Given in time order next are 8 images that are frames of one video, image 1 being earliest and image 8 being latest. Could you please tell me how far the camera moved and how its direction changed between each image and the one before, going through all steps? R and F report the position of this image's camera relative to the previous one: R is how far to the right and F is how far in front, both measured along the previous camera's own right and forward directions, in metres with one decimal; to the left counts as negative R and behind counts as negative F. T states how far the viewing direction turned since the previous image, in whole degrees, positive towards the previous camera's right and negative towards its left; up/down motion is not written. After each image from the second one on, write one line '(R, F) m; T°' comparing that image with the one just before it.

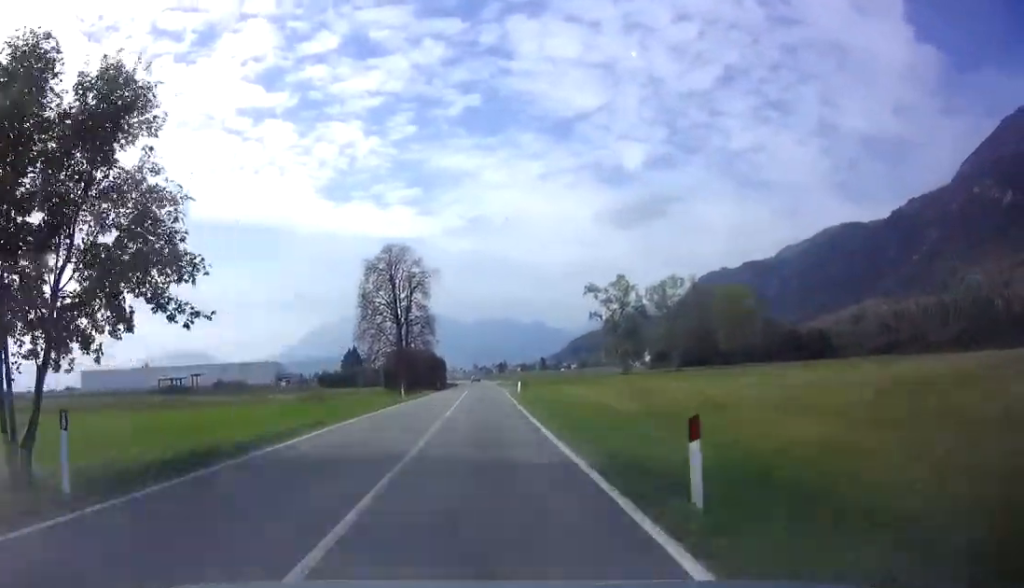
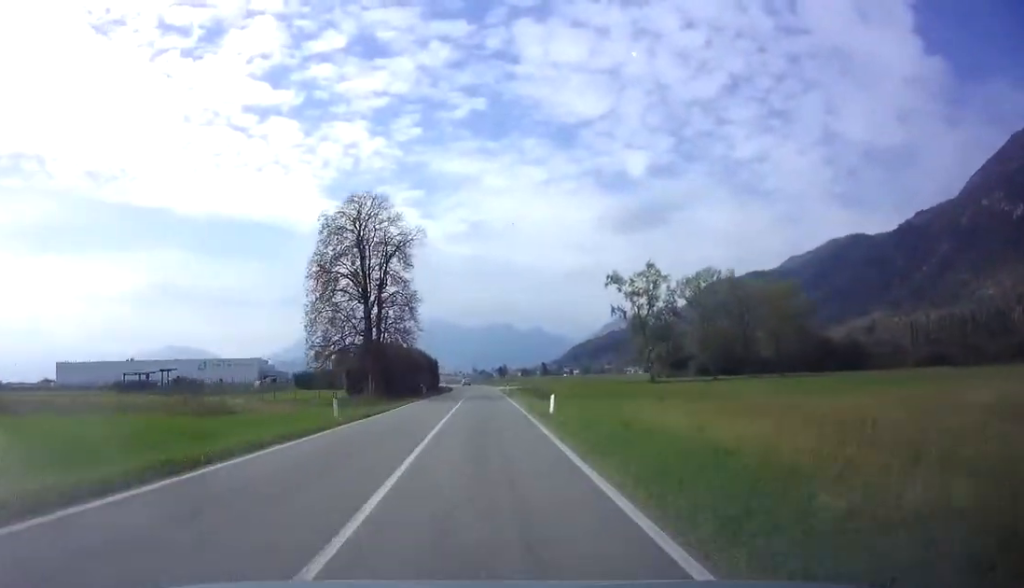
(+0.2, +18.1) m; 0°
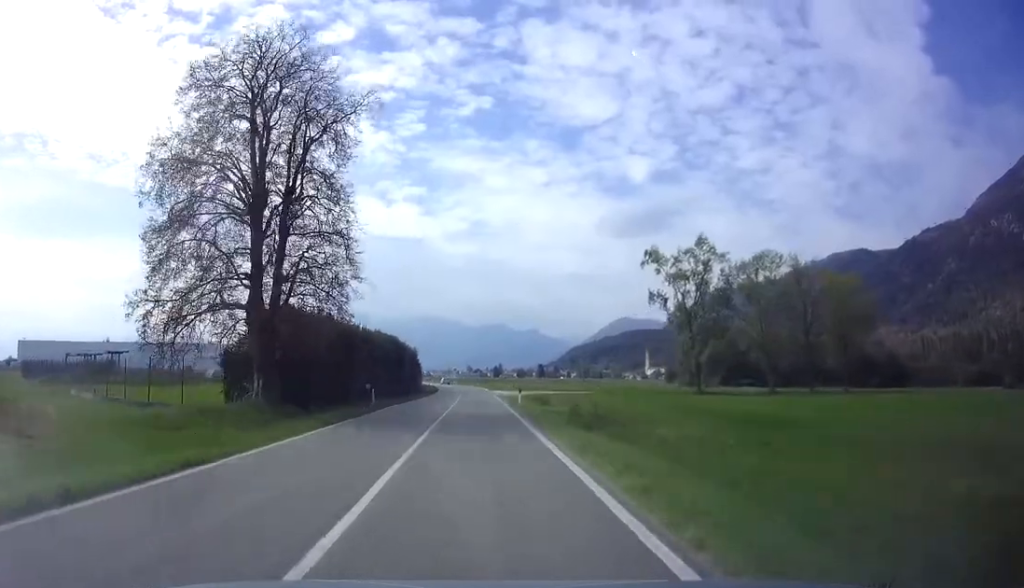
(-0.2, +22.5) m; 0°
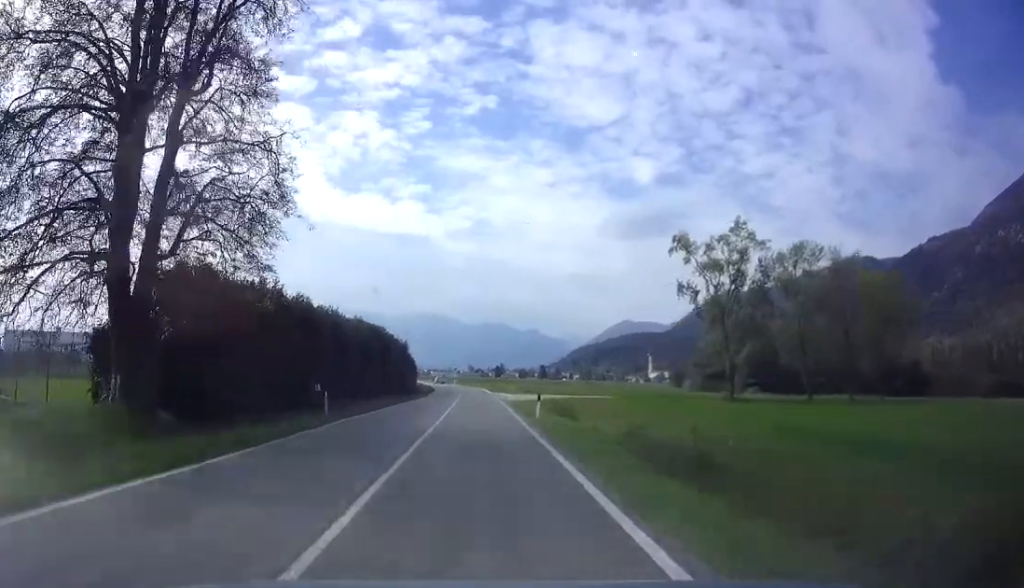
(+0.2, +10.3) m; 0°
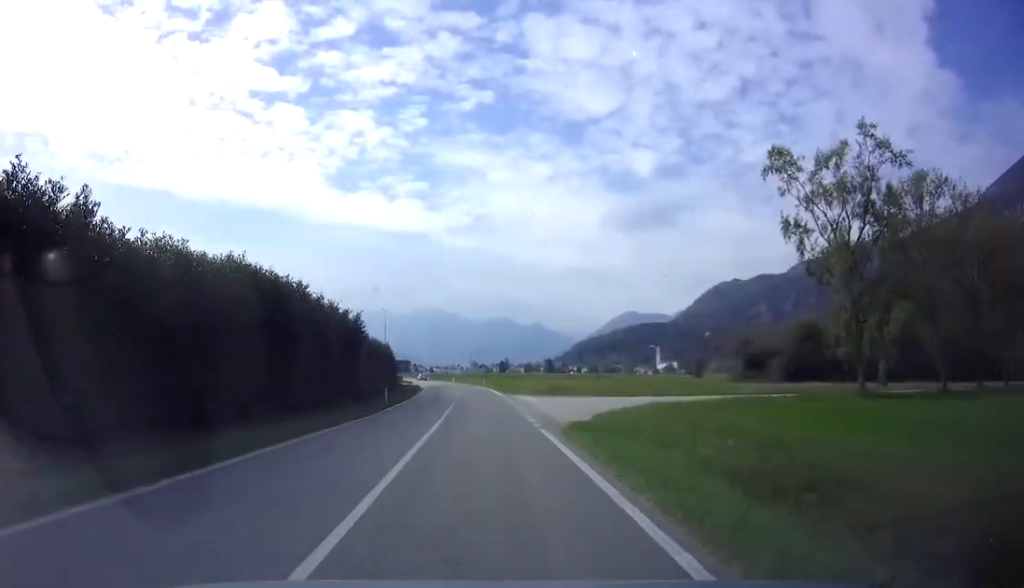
(-0.4, +23.1) m; -1°
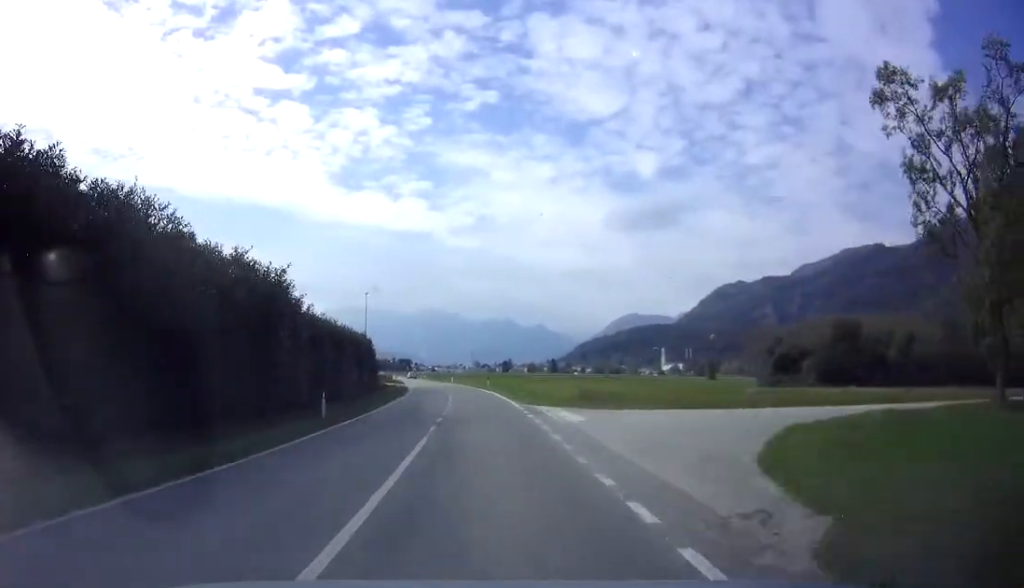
(0.0, +13.6) m; 0°
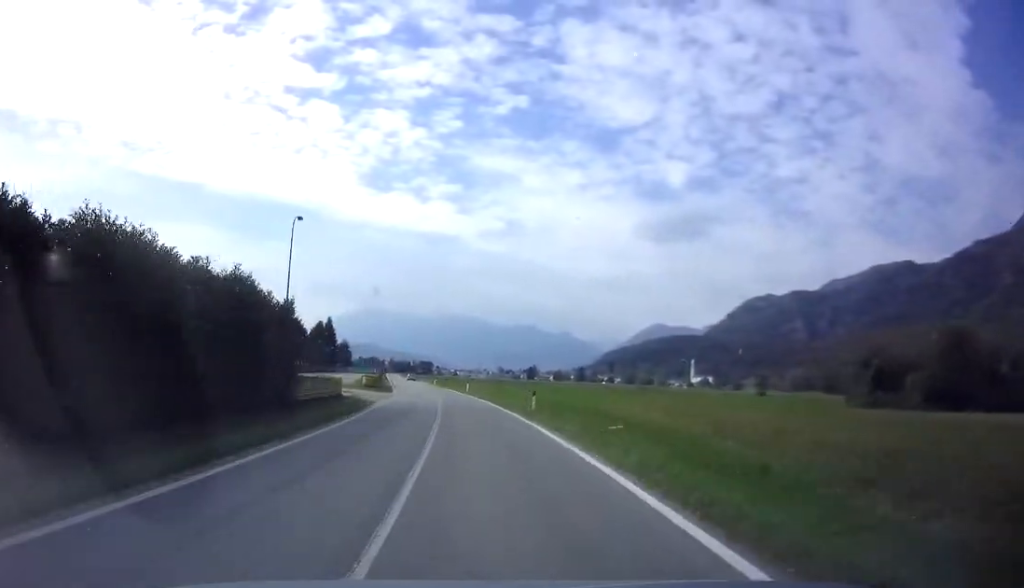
(-0.4, +28.5) m; -2°
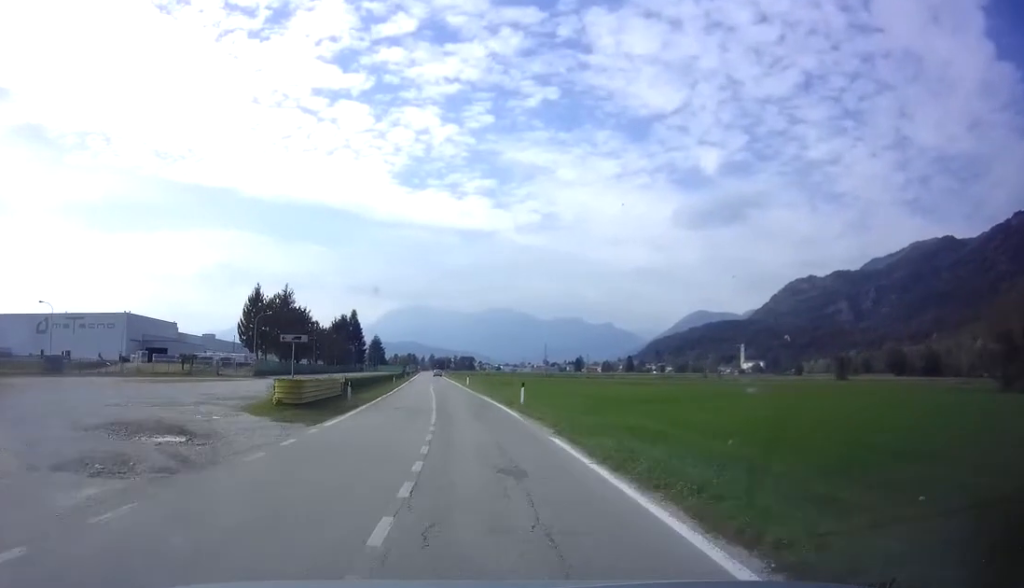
(-1.0, +29.7) m; -4°
